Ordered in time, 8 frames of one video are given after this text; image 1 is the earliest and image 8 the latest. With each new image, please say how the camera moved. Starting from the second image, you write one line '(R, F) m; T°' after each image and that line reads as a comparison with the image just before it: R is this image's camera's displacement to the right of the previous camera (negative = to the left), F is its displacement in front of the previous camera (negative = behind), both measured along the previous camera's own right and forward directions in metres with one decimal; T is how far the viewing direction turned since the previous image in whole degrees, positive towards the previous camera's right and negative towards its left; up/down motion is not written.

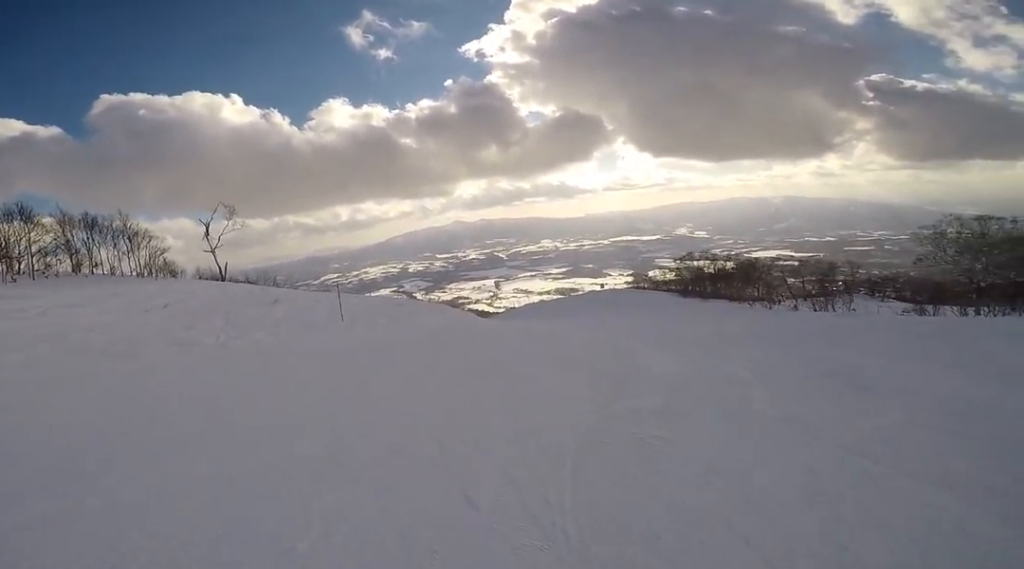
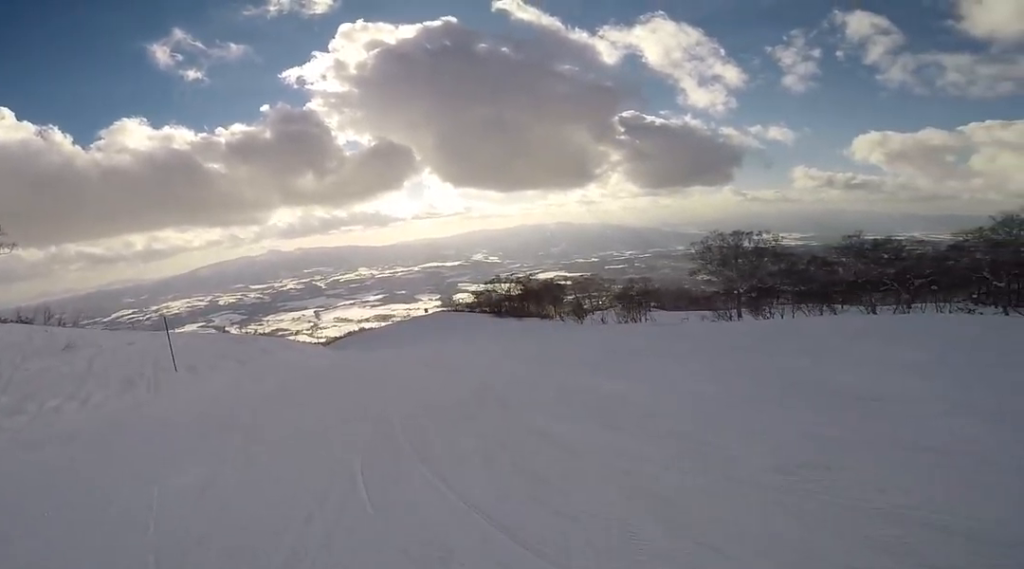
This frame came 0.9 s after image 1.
(+0.8, +4.4) m; +21°
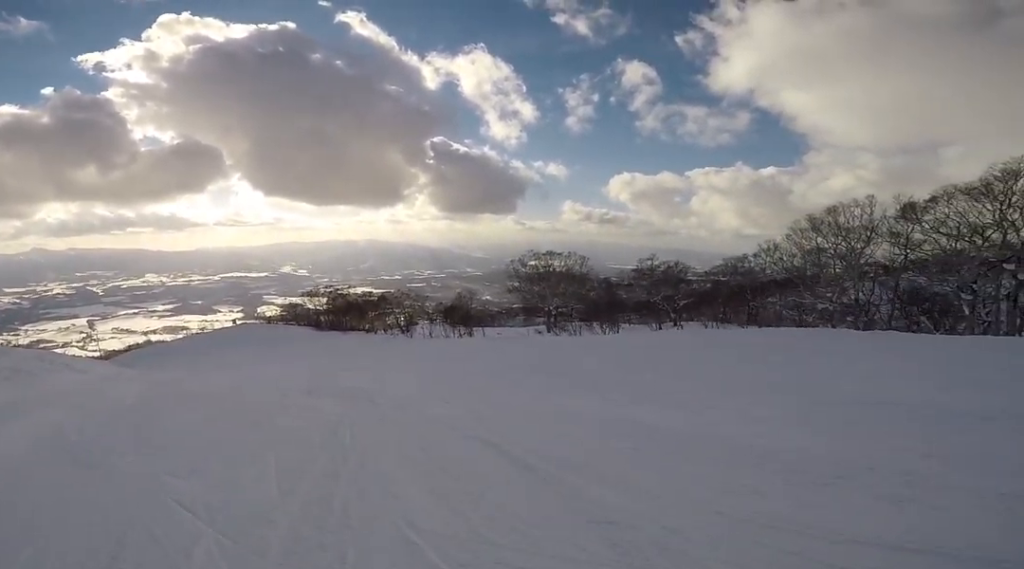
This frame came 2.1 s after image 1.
(+1.3, +4.7) m; +39°
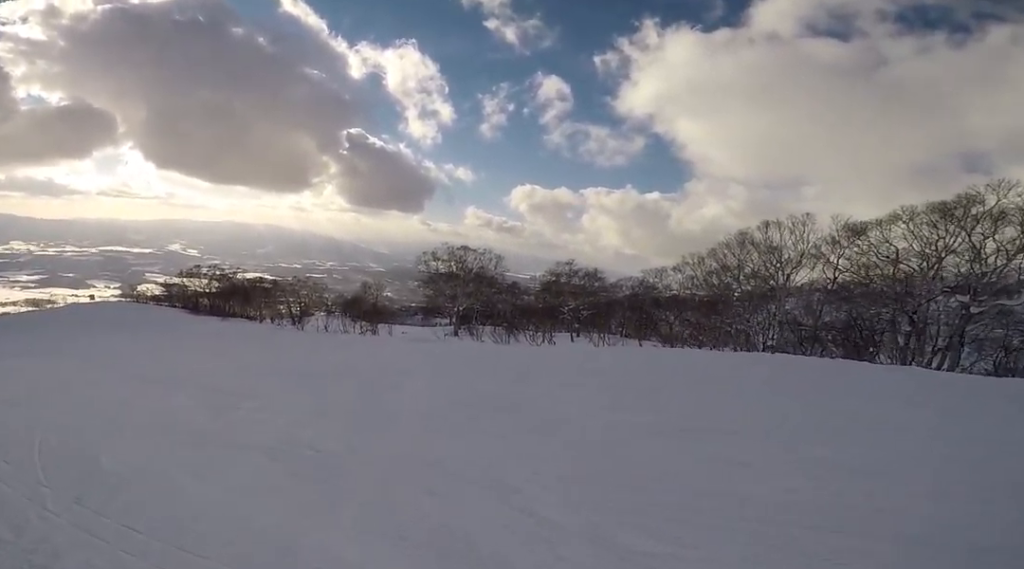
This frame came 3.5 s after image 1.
(+2.9, +6.5) m; +23°
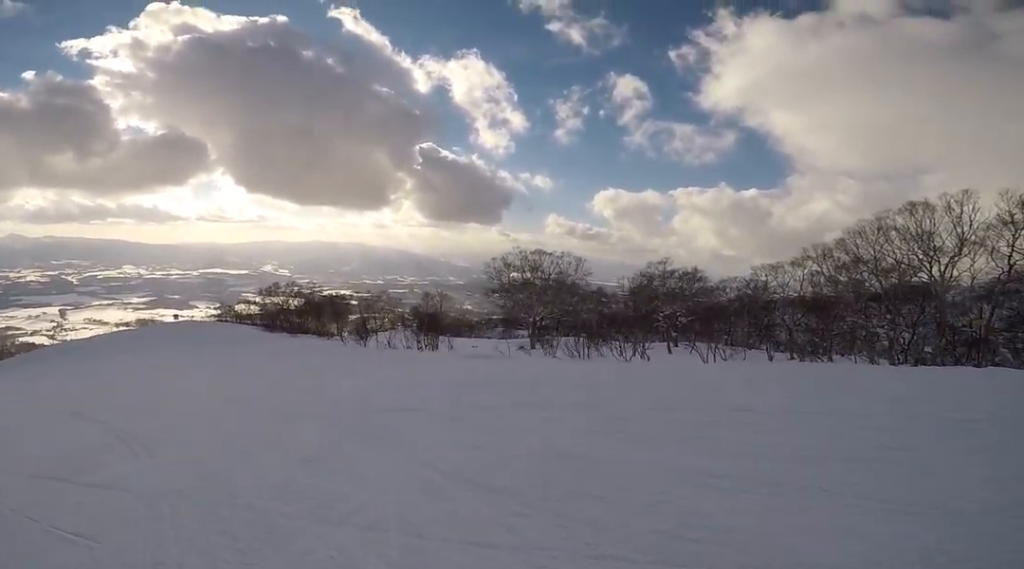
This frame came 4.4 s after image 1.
(-0.6, +4.7) m; -10°
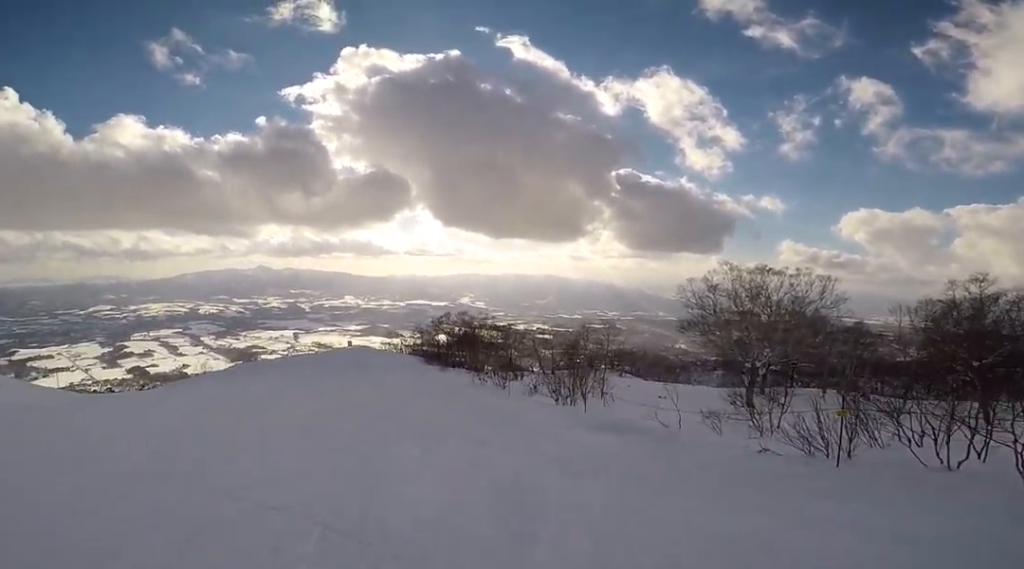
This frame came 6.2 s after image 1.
(-2.4, +9.5) m; -37°
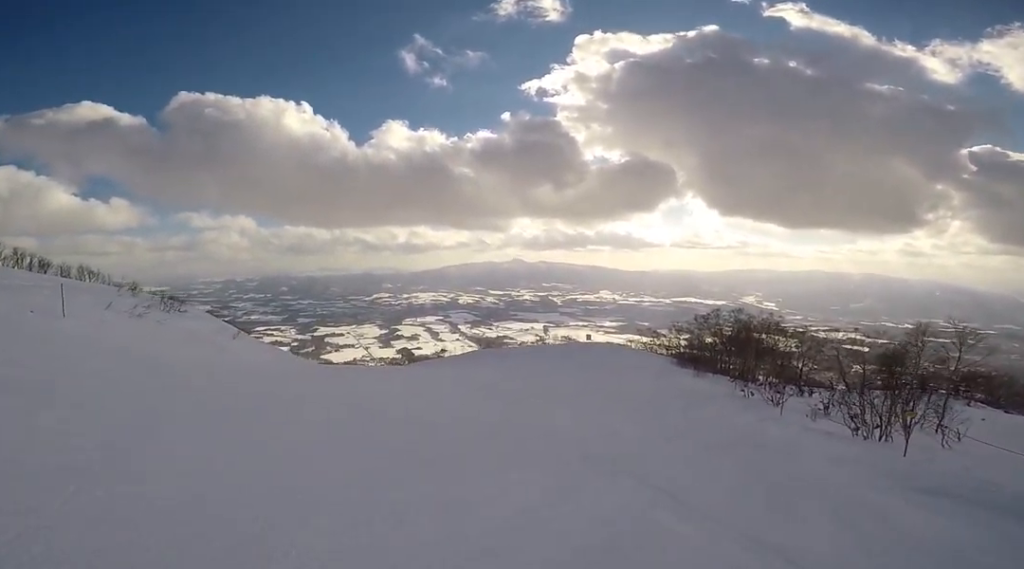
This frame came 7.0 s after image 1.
(-0.9, +4.2) m; -23°
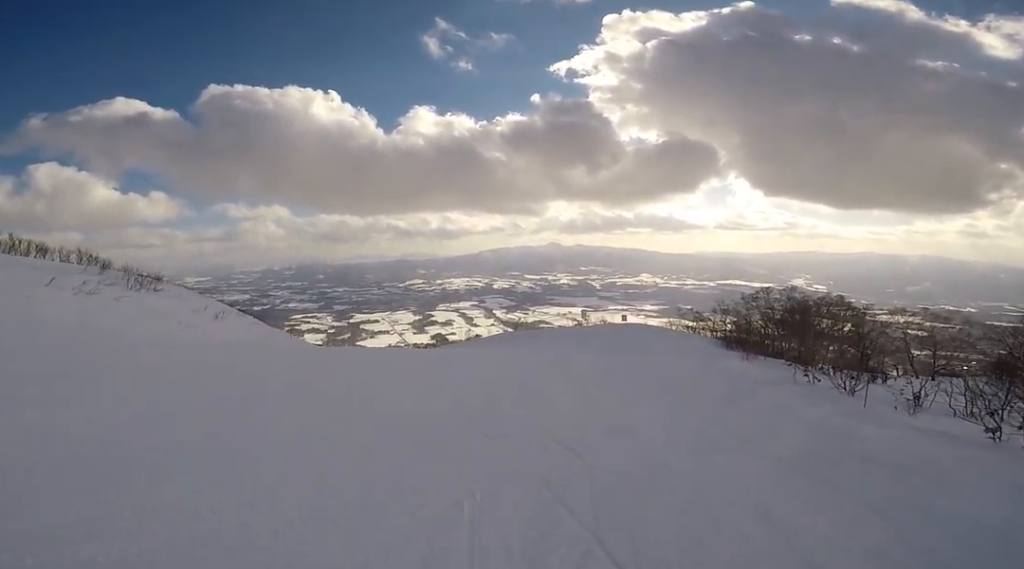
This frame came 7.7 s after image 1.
(-0.7, +4.3) m; -18°
